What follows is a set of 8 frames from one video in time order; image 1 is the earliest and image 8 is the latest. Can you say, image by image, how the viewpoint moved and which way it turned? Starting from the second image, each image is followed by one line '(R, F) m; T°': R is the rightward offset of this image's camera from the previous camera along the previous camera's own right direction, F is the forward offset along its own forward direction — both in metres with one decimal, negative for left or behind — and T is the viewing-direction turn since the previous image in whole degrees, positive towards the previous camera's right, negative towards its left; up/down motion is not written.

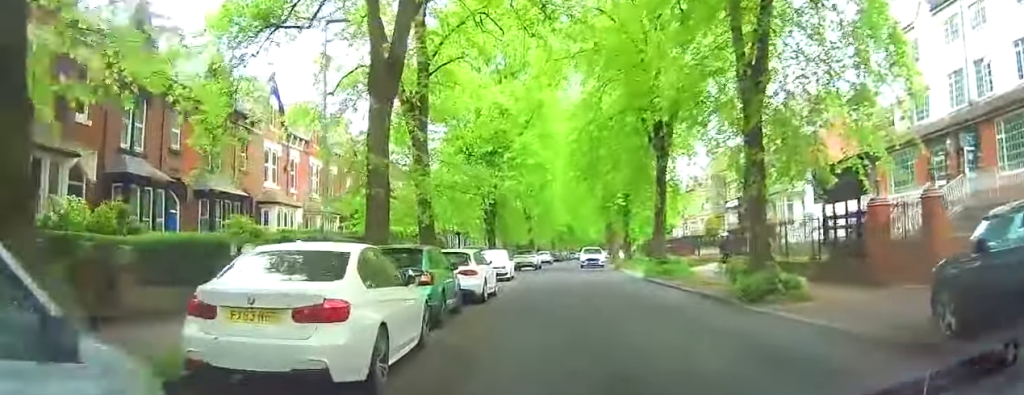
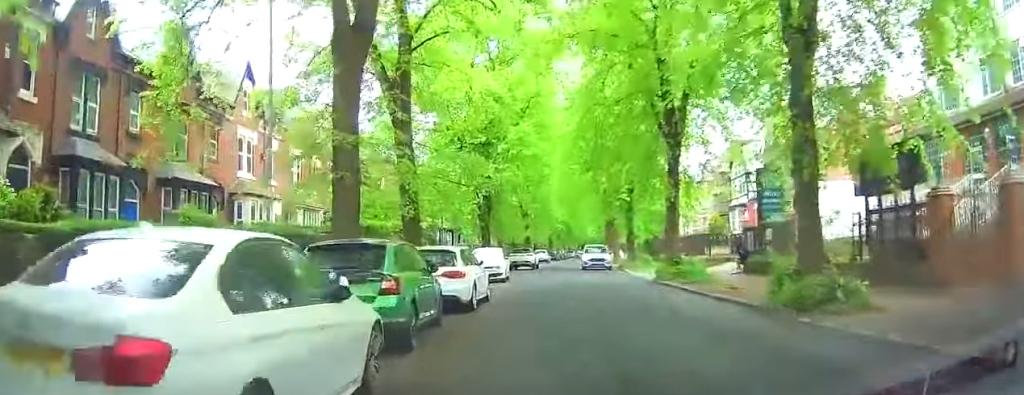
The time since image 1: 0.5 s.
(+0.3, +3.8) m; +6°
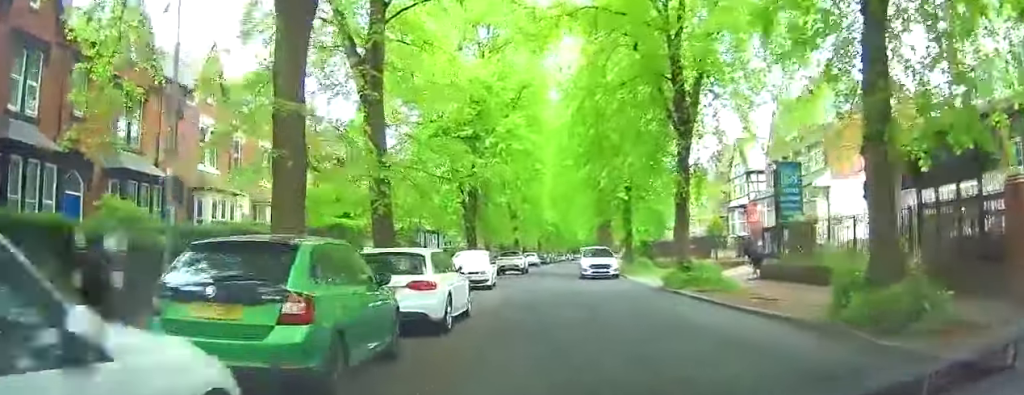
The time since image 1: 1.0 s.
(-0.1, +3.9) m; +2°
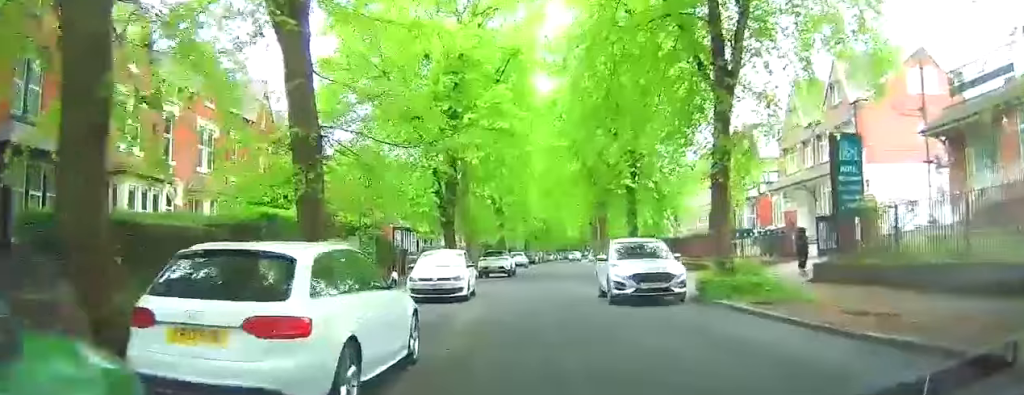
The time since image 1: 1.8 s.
(+0.5, +7.6) m; -6°
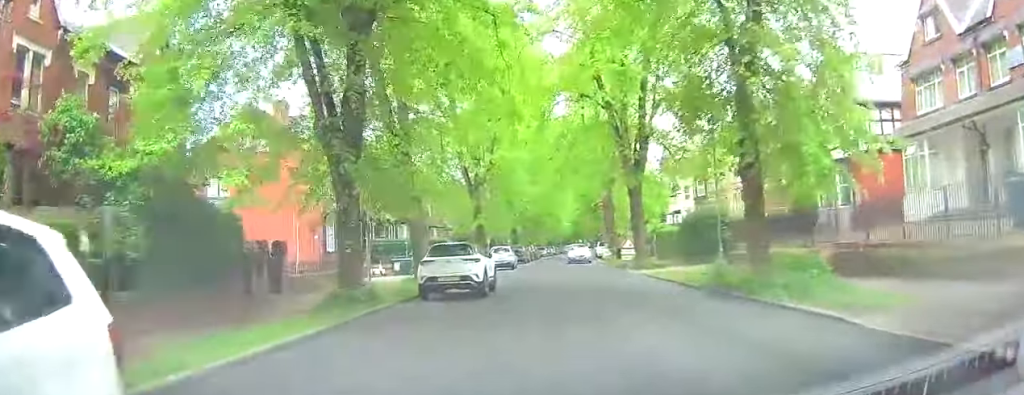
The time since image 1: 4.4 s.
(-4.5, +19.8) m; -11°
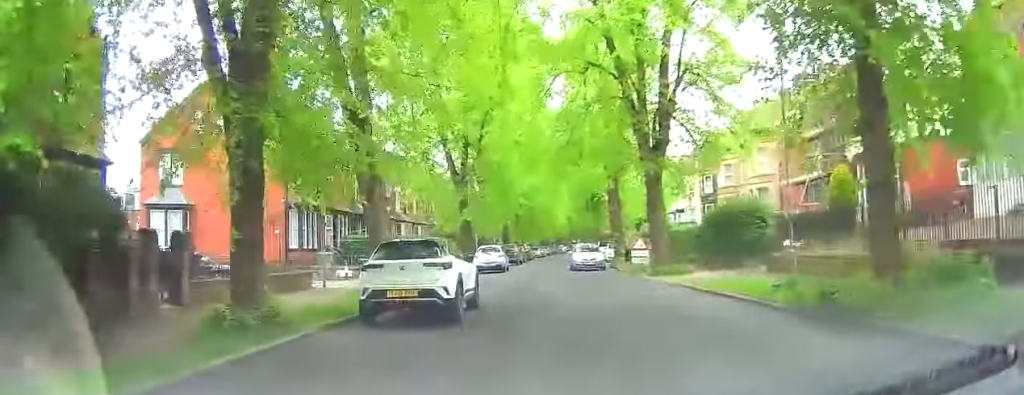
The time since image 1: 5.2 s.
(+0.2, +6.1) m; +5°
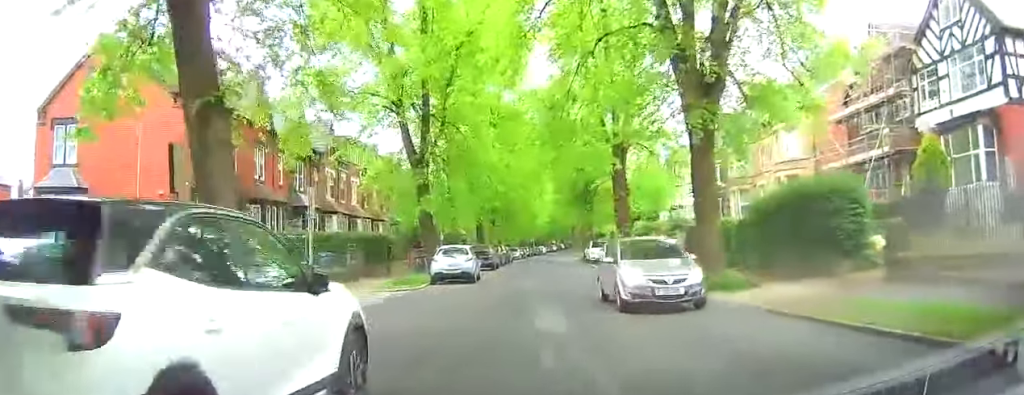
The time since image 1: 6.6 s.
(+1.6, +9.8) m; +23°
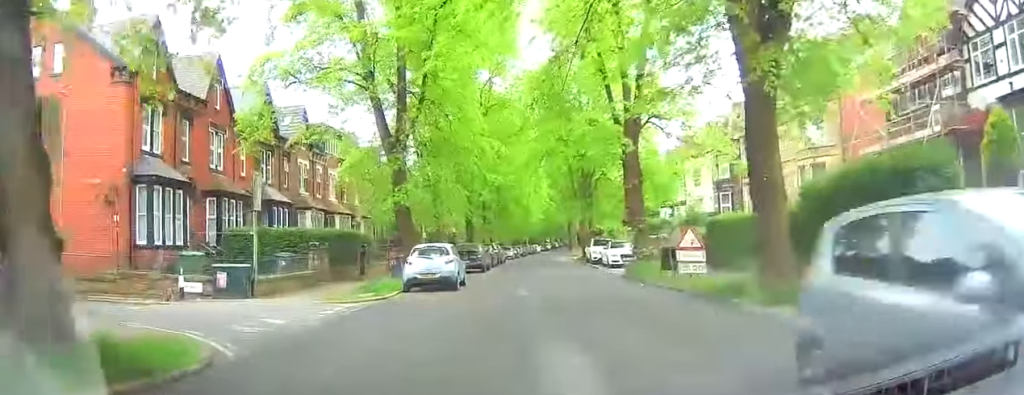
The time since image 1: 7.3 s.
(+0.6, +5.0) m; +5°
